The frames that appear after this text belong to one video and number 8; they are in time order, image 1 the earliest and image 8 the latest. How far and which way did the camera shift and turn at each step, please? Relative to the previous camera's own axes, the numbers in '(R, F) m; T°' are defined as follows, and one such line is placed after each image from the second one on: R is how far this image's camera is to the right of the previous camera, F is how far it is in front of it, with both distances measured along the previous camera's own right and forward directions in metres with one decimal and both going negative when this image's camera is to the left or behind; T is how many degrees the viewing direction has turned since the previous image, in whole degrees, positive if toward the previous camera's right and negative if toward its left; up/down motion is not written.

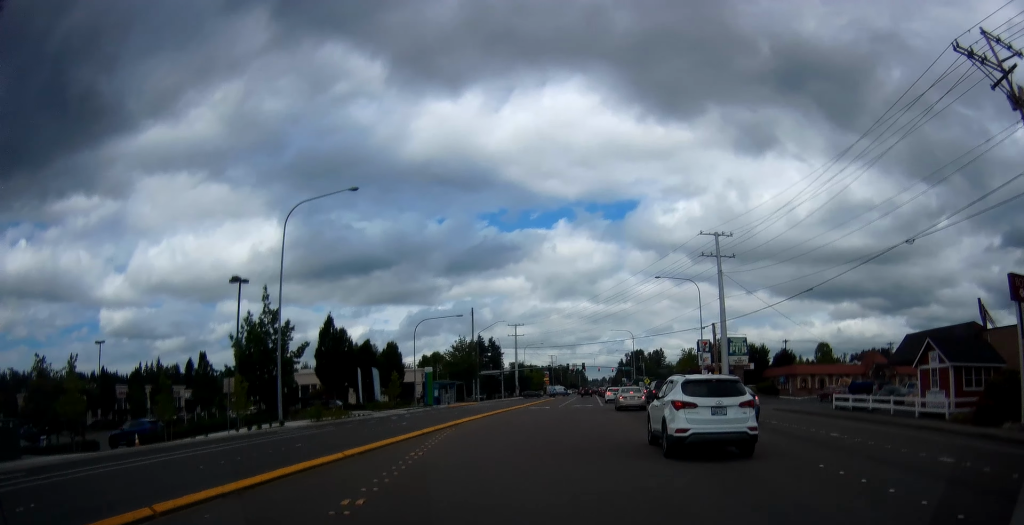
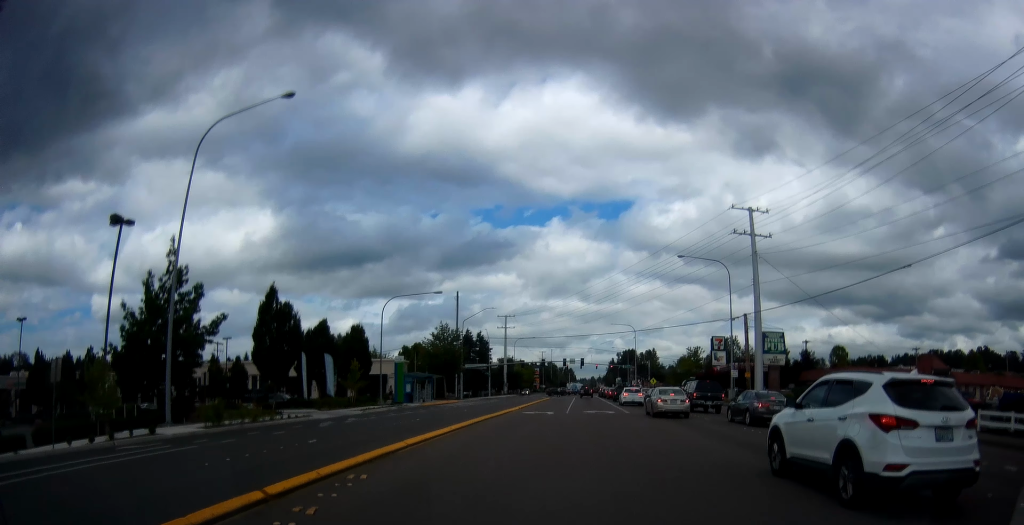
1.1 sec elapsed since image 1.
(-0.1, +14.0) m; +4°
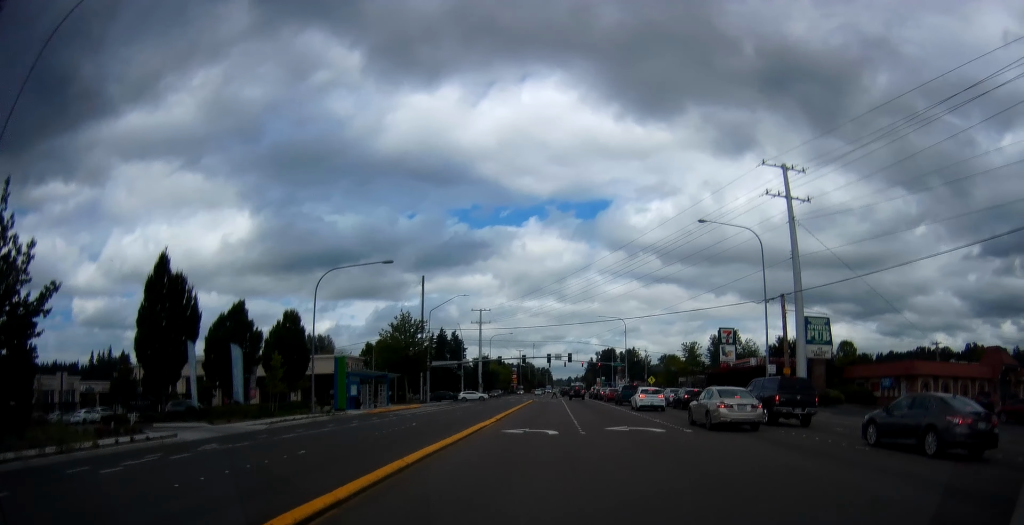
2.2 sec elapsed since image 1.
(+0.9, +14.5) m; +3°
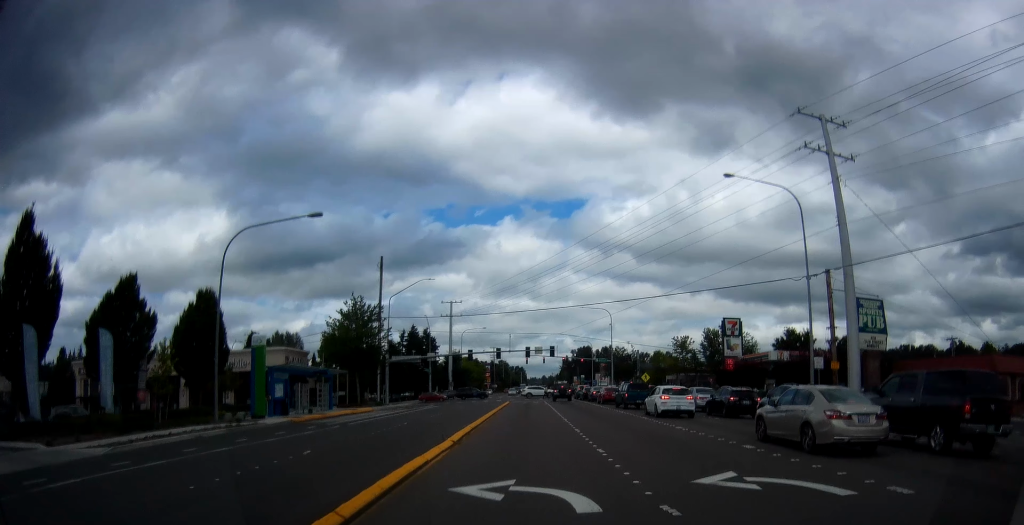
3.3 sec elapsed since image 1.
(0.0, +11.6) m; +2°
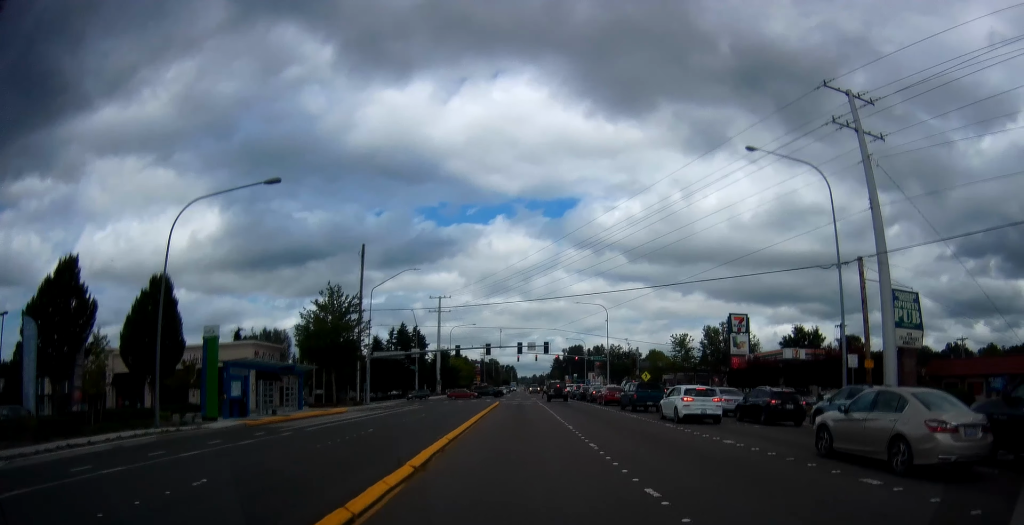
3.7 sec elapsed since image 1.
(+0.2, +5.1) m; +2°
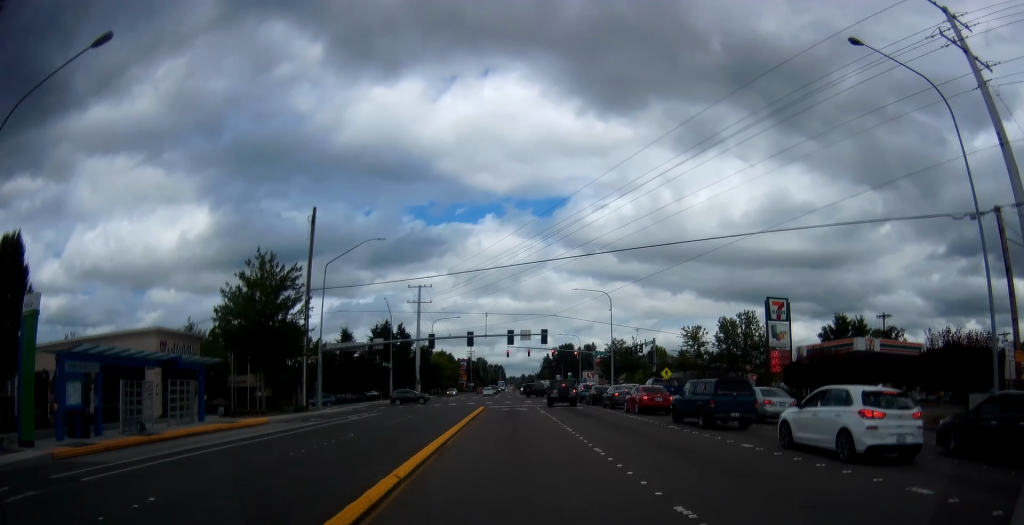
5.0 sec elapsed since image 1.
(+0.2, +13.4) m; +1°
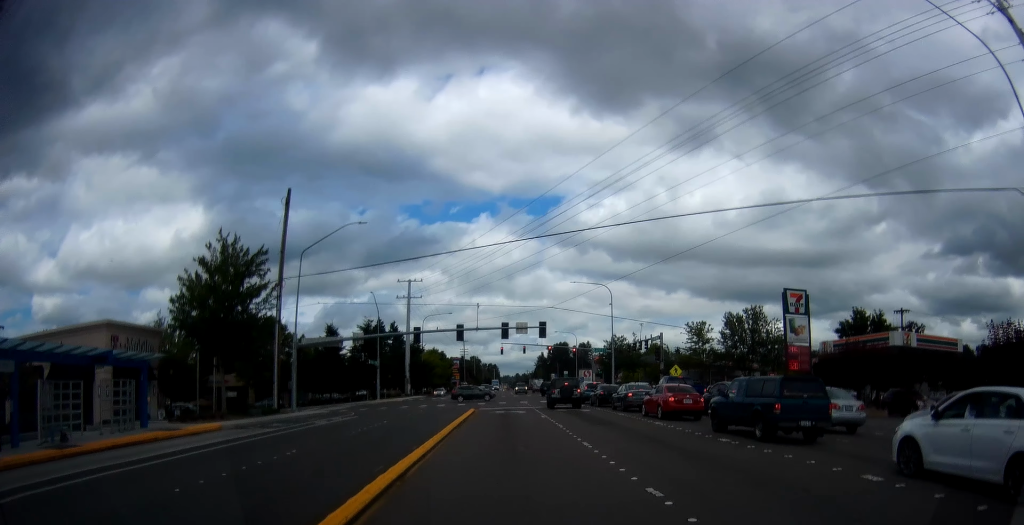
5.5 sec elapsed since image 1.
(0.0, +4.7) m; 0°
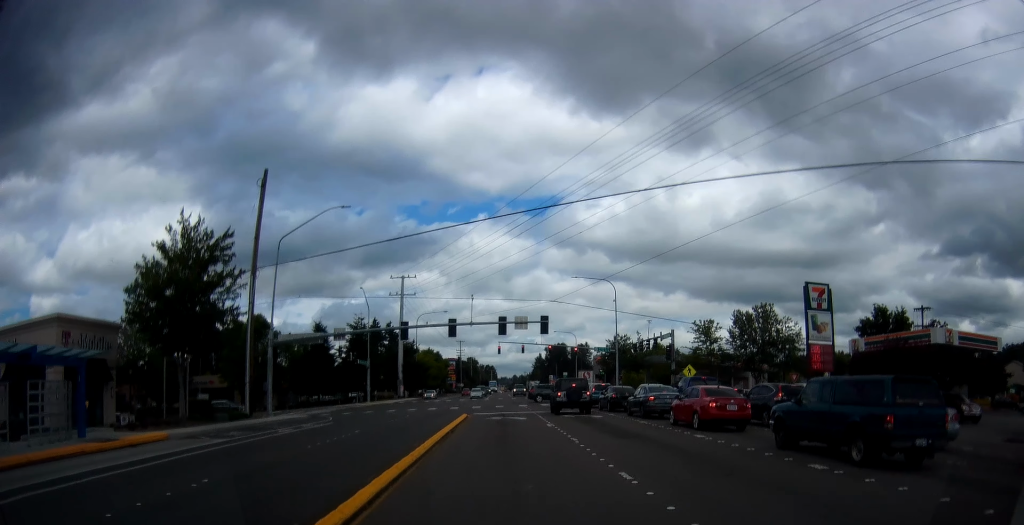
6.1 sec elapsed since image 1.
(0.0, +4.4) m; 0°
